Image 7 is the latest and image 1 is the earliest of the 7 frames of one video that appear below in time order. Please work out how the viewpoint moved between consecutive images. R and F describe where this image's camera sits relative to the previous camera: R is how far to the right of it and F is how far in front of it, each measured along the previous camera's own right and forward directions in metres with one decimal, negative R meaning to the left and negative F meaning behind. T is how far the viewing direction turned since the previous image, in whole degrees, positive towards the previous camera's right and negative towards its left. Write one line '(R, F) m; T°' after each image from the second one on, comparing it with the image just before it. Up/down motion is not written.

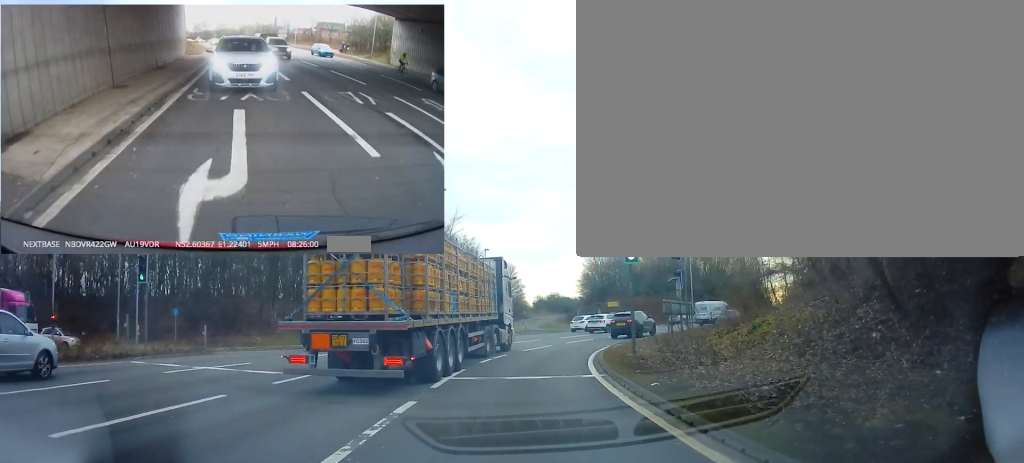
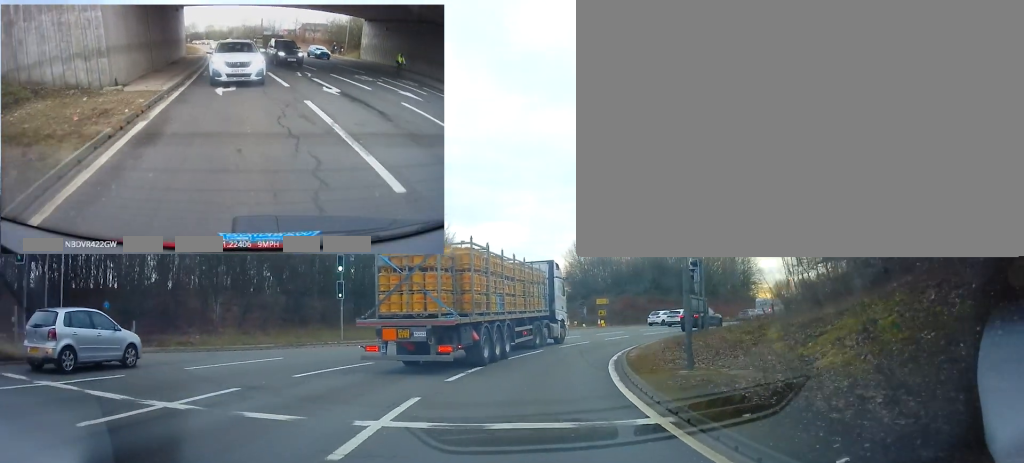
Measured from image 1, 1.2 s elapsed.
(+1.8, +6.7) m; +20°
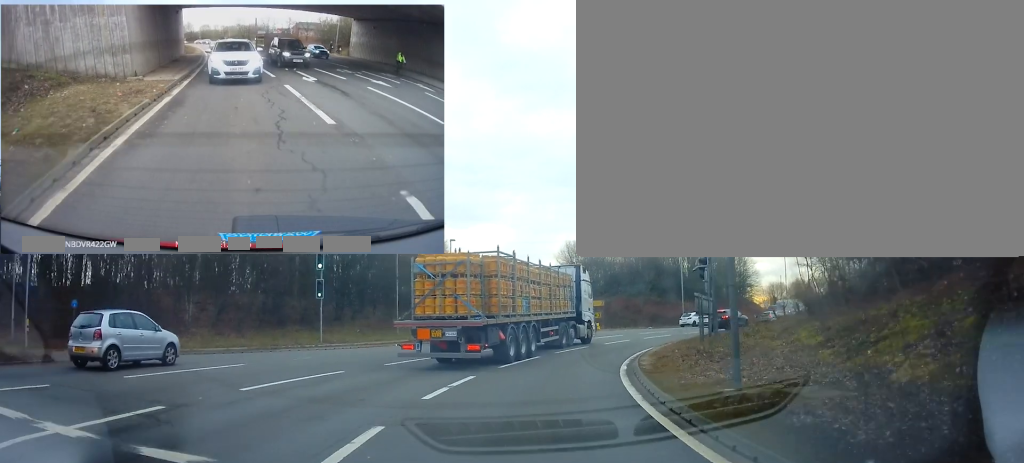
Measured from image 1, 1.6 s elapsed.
(+0.1, +3.0) m; +3°
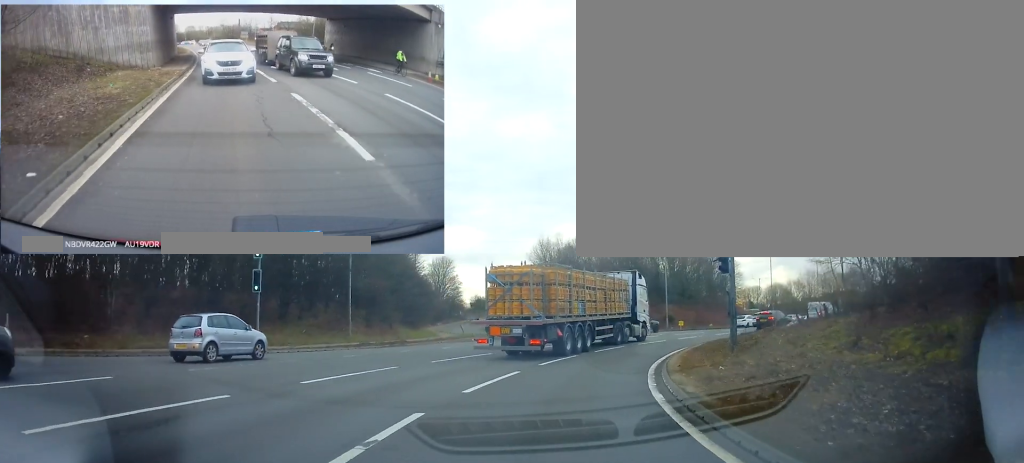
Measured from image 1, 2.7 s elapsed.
(+0.3, +6.6) m; +8°
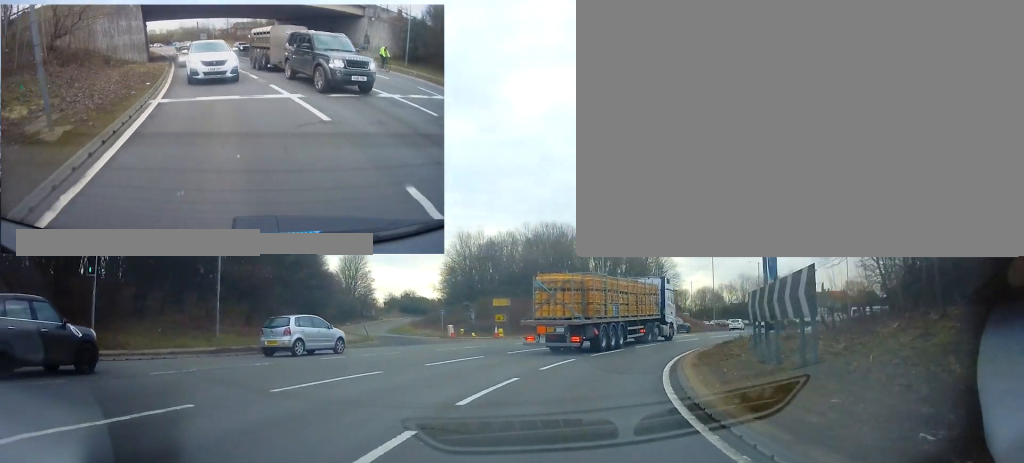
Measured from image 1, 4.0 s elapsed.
(+1.0, +9.1) m; +15°
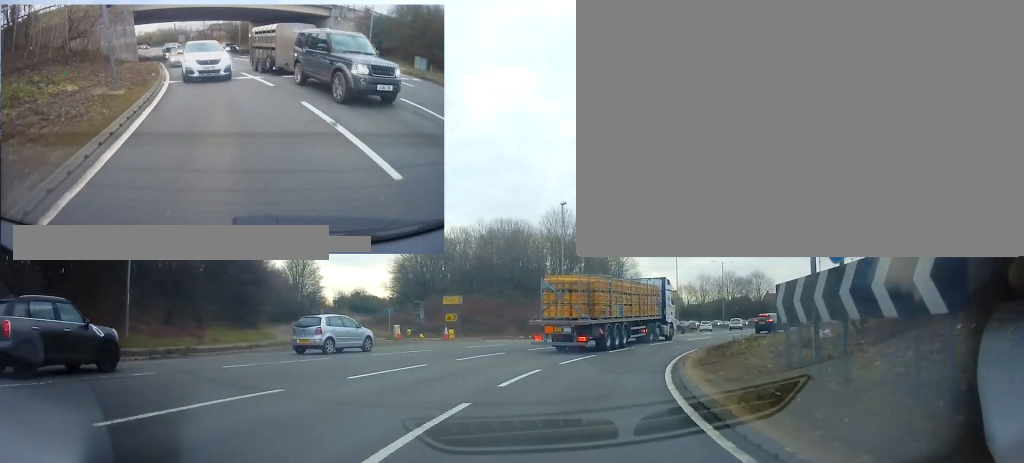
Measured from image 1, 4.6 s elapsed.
(+0.4, +4.5) m; +6°
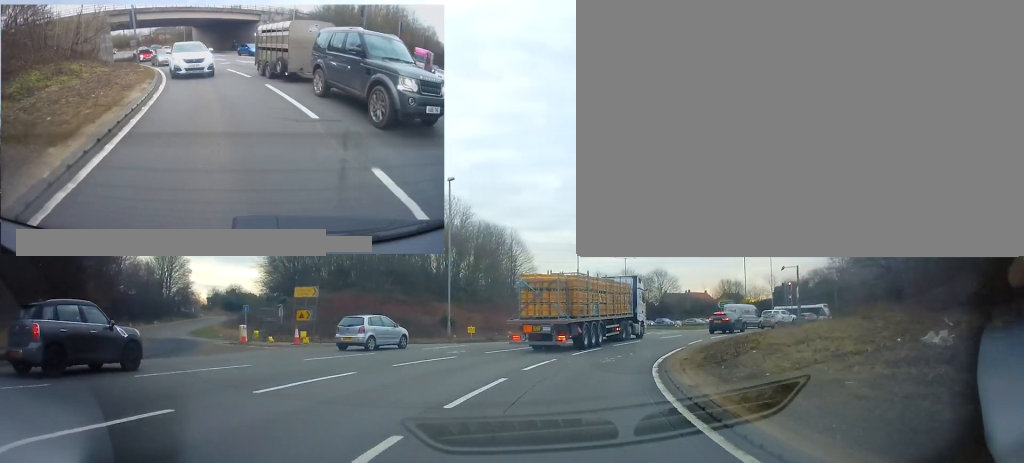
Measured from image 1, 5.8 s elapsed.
(+0.9, +9.7) m; +11°
